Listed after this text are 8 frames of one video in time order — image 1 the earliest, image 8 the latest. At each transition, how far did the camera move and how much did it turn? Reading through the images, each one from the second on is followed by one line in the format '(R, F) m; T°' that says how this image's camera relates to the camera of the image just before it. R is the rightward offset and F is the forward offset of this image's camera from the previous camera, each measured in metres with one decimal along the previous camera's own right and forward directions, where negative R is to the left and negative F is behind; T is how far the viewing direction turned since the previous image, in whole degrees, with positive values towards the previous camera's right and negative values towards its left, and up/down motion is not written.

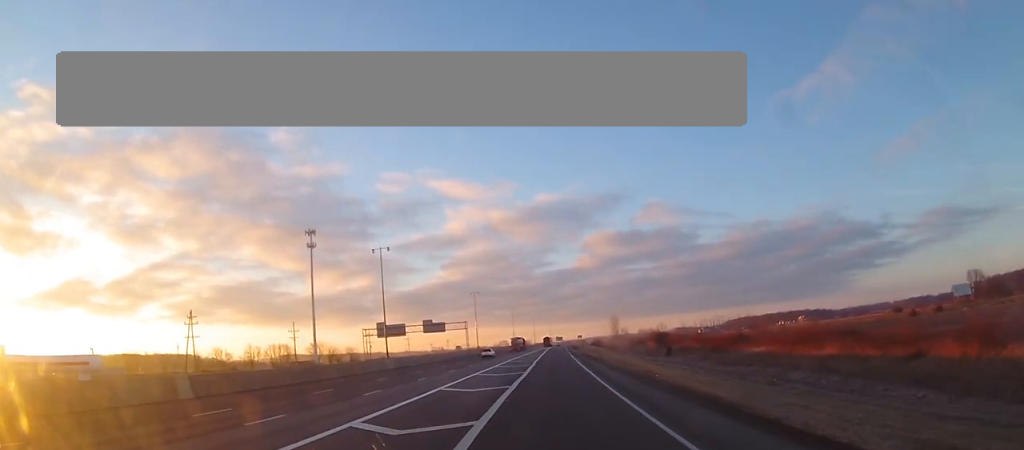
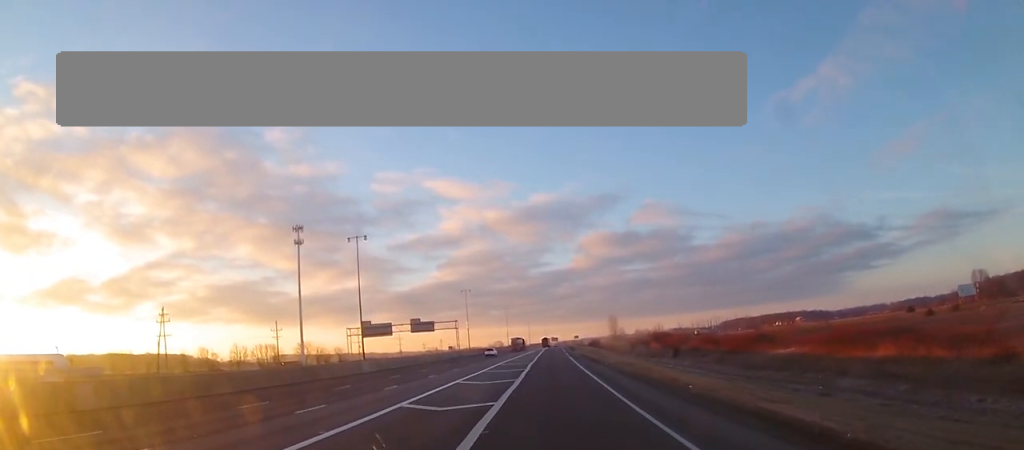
(0.0, +8.7) m; 0°
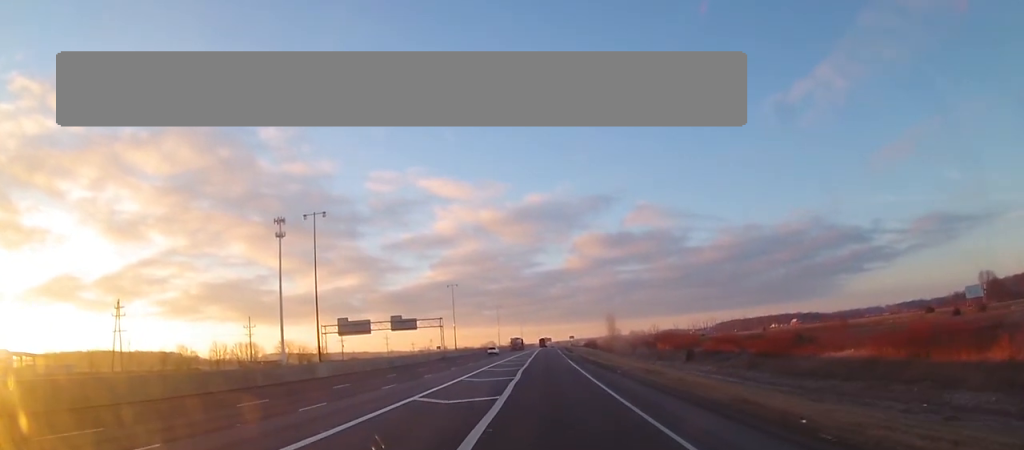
(0.0, +12.6) m; +3°
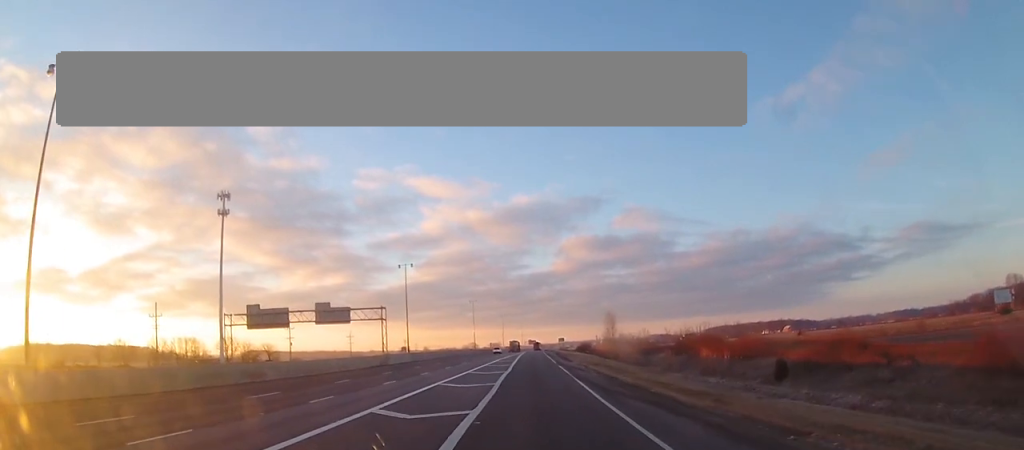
(+2.3, +35.0) m; +5°
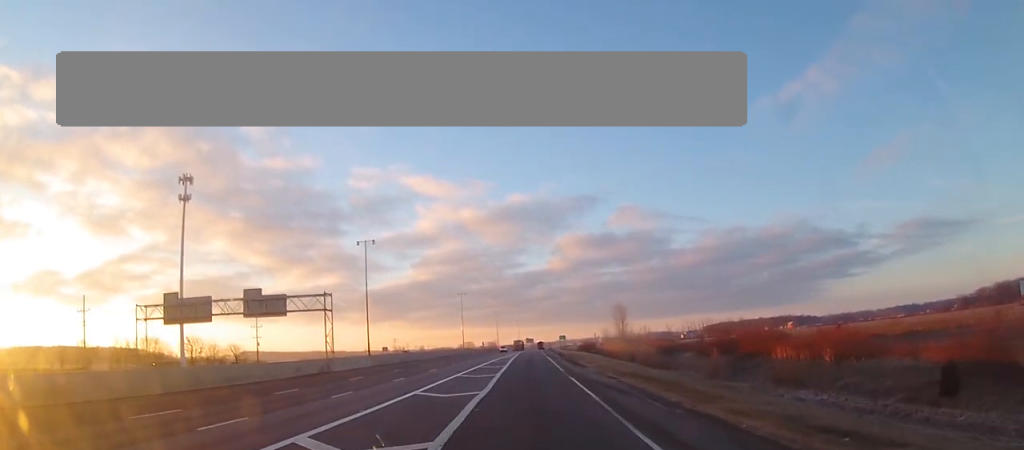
(0.0, +21.8) m; 0°
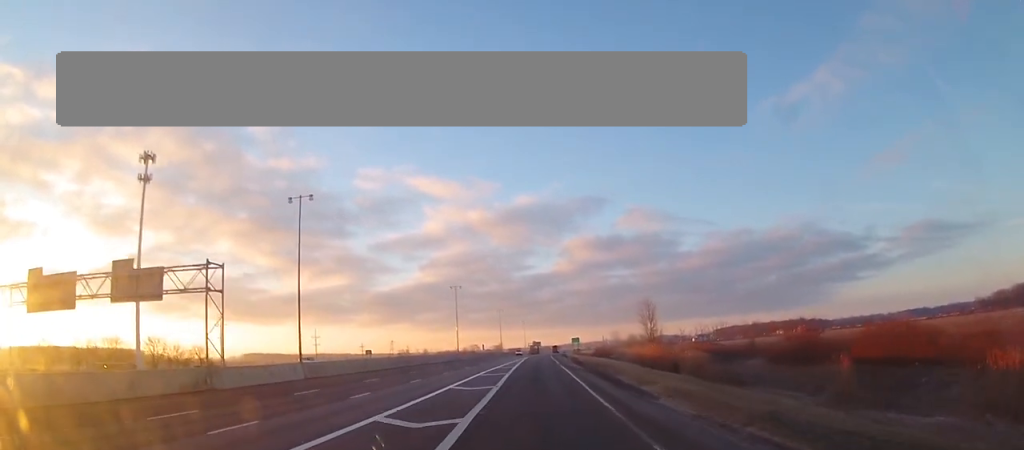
(0.0, +24.3) m; 0°
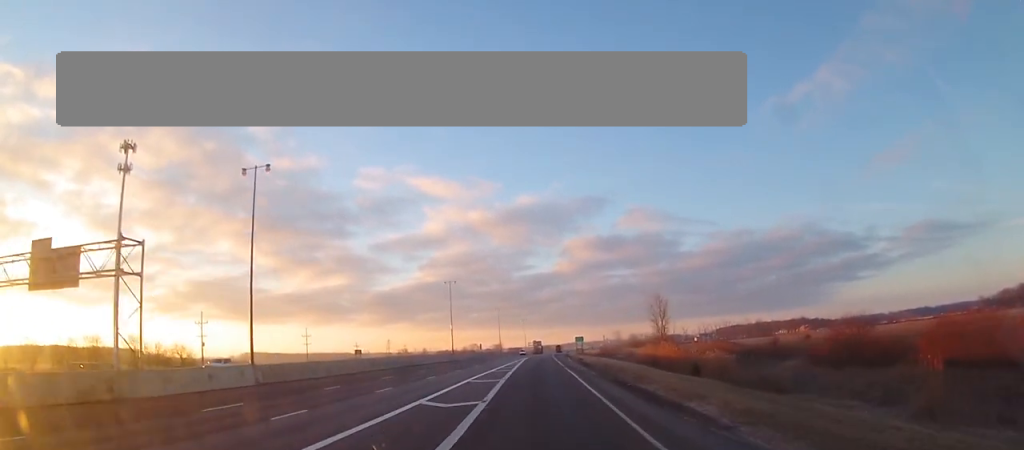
(0.0, +8.8) m; 0°
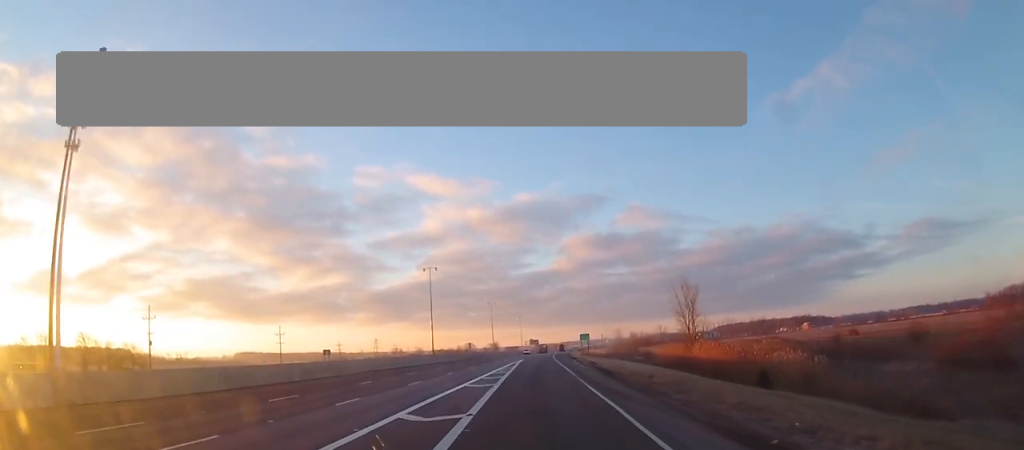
(0.0, +19.9) m; 0°
